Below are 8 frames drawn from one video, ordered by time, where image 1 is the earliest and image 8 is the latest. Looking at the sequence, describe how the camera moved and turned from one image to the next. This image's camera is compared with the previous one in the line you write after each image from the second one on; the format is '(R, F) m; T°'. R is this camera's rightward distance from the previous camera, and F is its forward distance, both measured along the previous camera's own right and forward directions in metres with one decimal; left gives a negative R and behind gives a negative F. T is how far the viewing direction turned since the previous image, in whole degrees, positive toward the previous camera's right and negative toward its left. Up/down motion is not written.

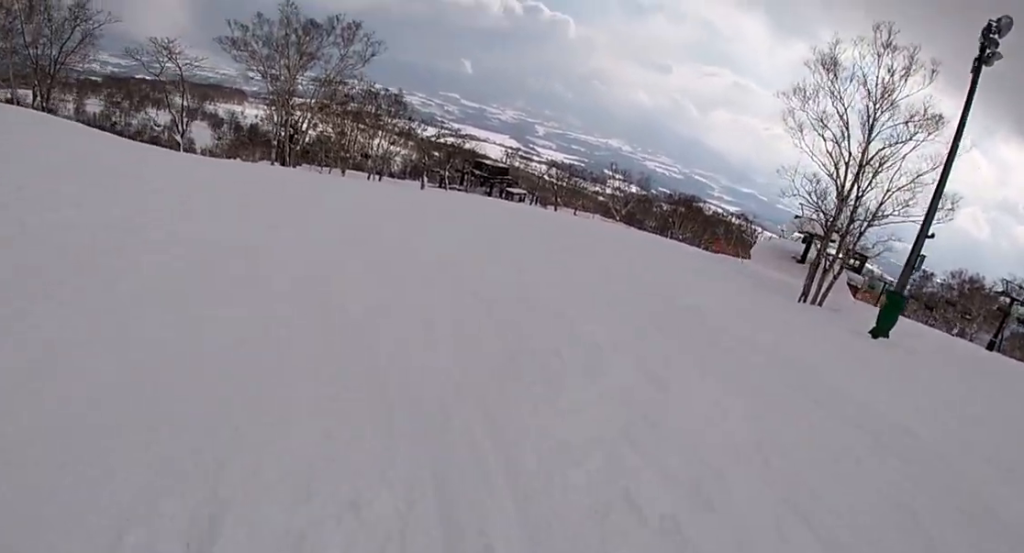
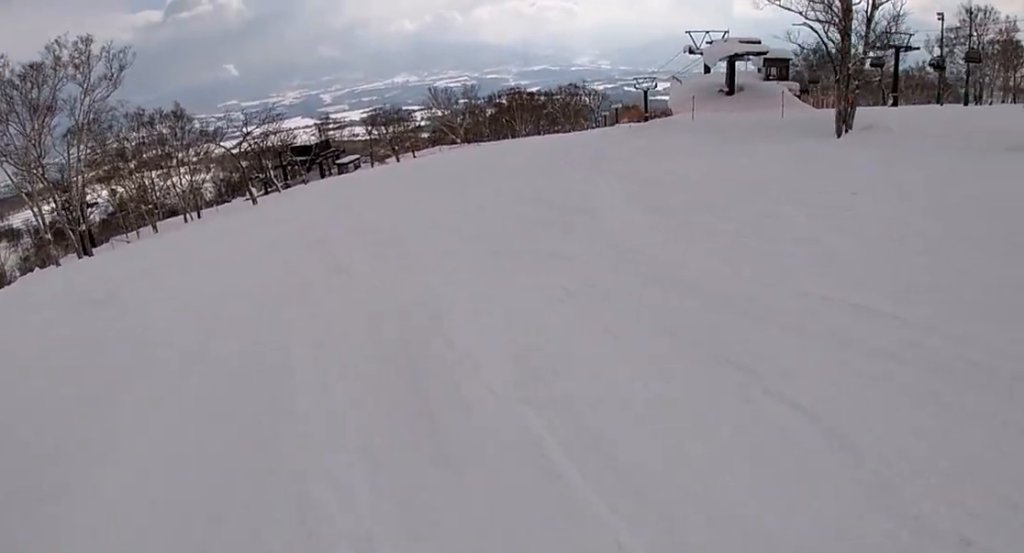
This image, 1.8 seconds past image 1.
(-0.5, +13.6) m; +11°
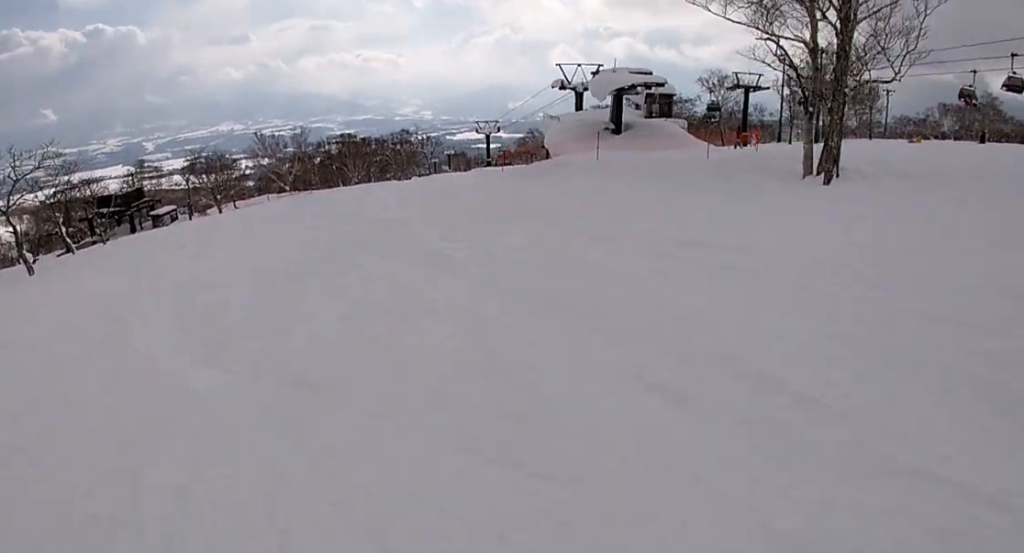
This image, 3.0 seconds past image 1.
(+1.5, +9.0) m; +14°
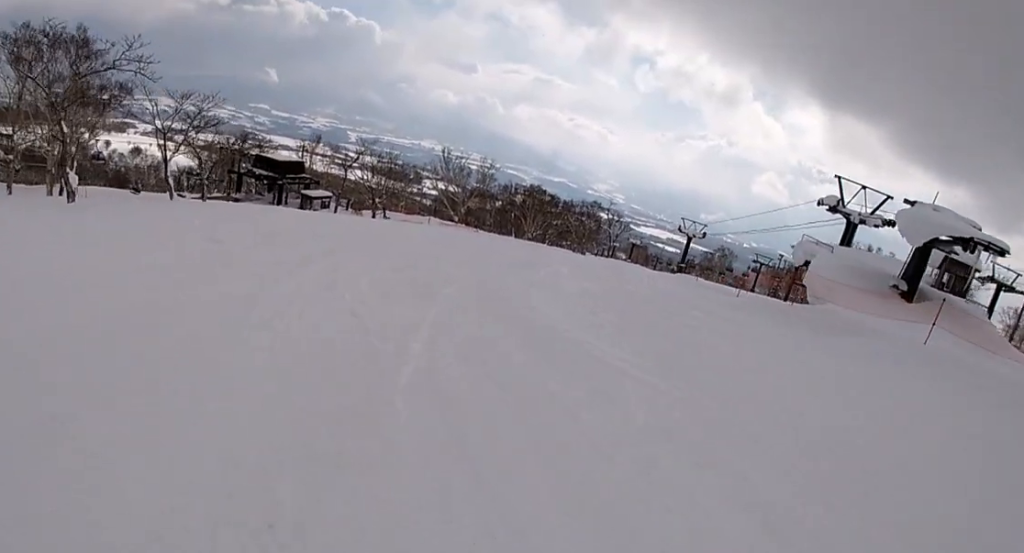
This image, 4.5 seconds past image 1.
(0.0, +11.6) m; -9°
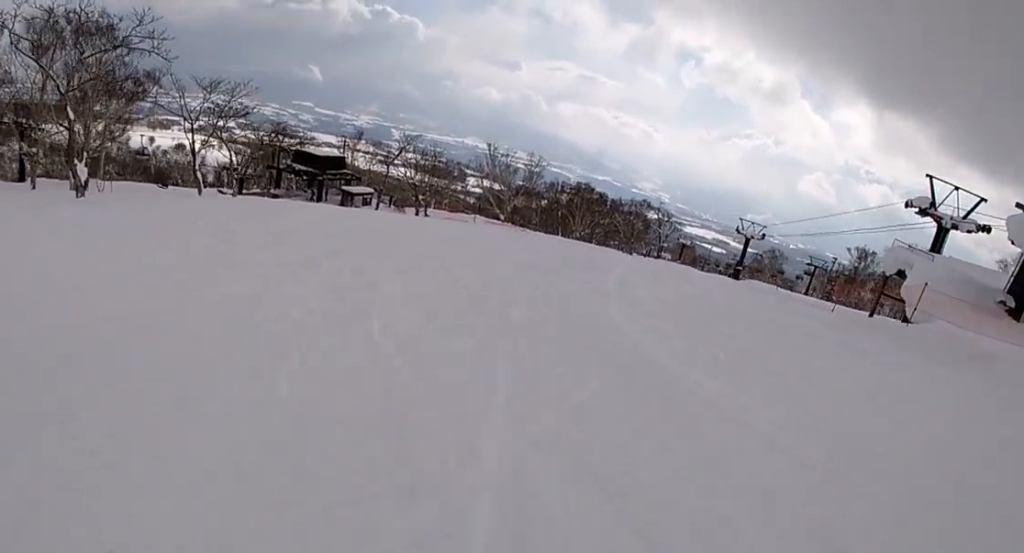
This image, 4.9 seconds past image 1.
(+0.3, +3.2) m; -7°
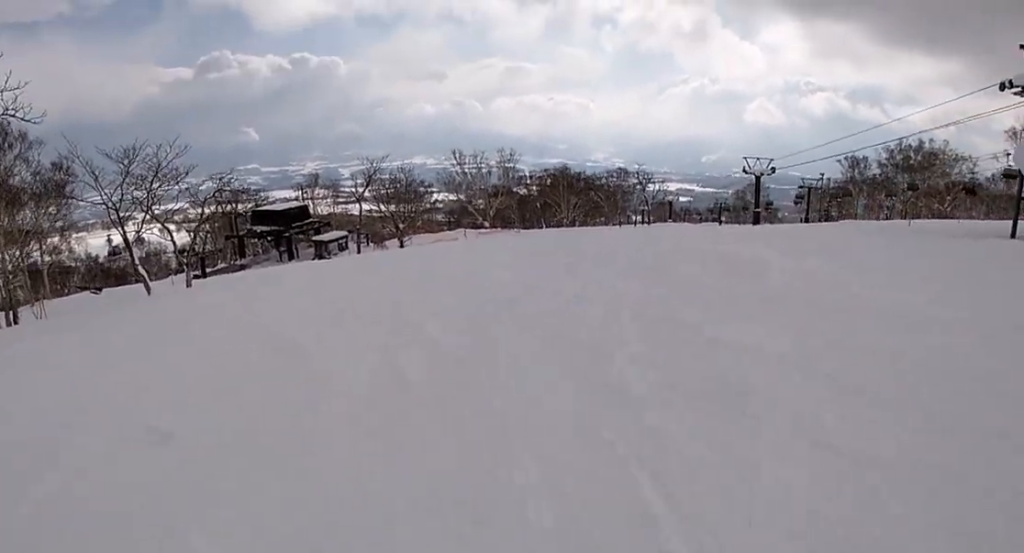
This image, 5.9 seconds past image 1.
(-1.8, +7.6) m; -9°
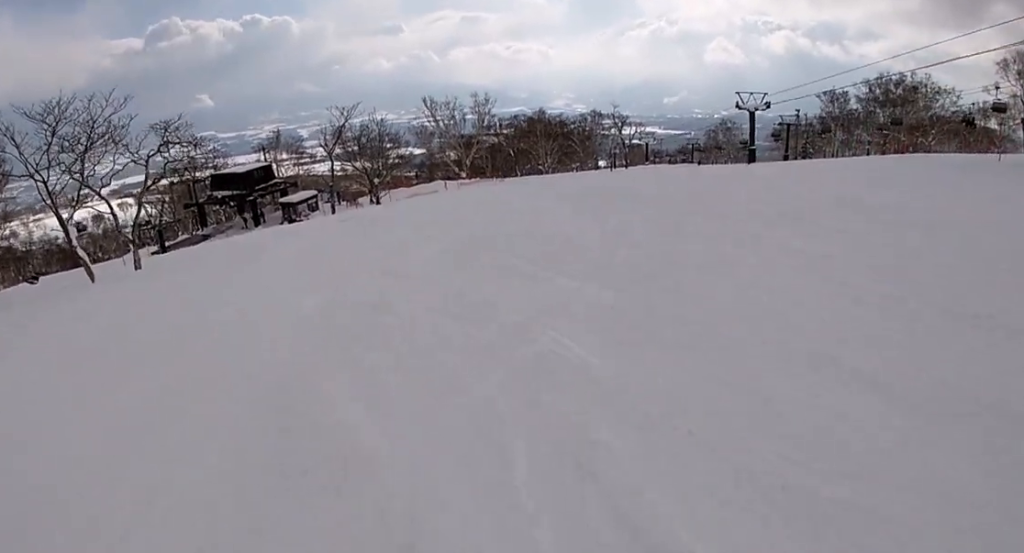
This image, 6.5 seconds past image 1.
(+0.3, +4.5) m; +10°
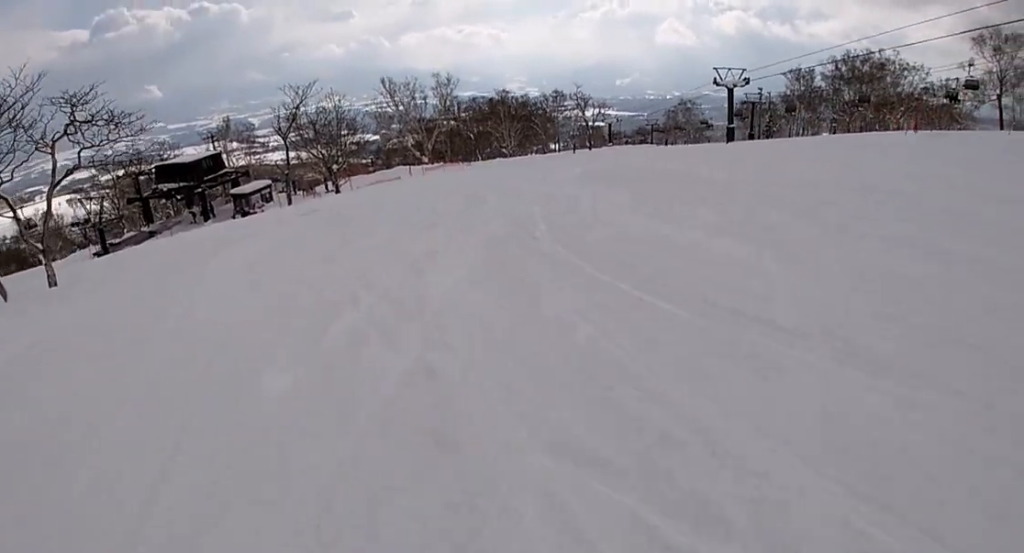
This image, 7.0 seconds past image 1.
(-0.2, +3.9) m; +12°
